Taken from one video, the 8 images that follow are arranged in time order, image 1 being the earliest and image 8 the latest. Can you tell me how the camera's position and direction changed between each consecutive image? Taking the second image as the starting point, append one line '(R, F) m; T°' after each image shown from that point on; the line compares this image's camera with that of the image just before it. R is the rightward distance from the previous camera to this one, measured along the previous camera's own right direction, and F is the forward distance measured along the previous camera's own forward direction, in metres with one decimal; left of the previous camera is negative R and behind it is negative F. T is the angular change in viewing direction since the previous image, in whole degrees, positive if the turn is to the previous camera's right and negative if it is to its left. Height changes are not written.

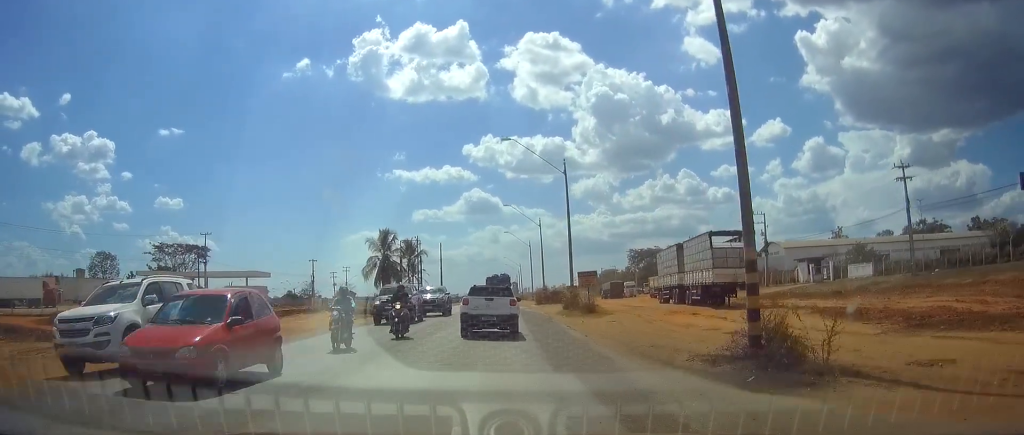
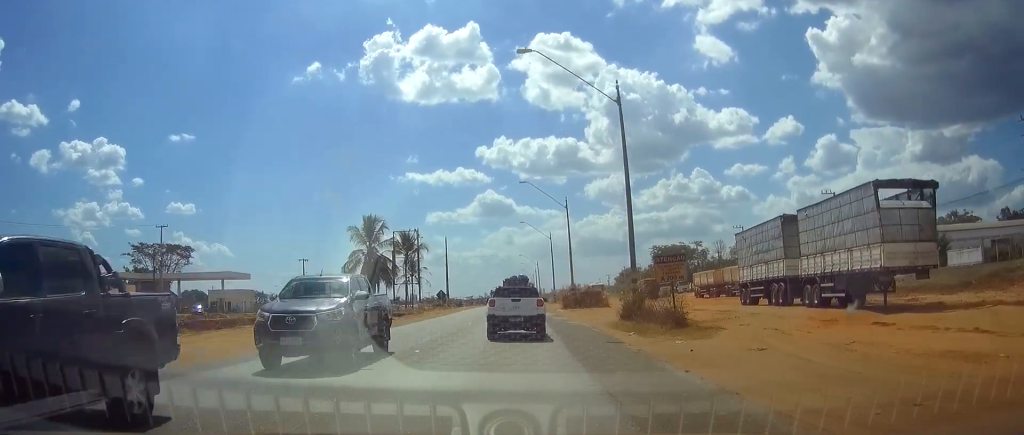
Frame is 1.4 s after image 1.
(-0.3, +18.8) m; -1°
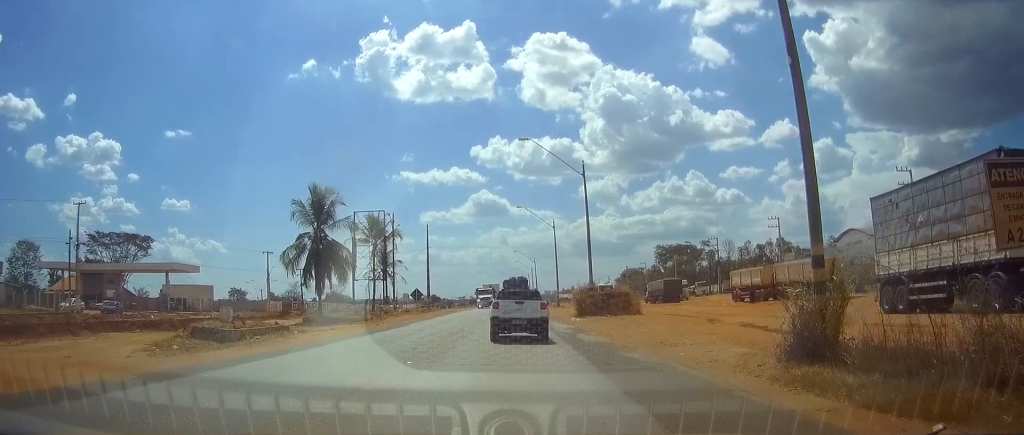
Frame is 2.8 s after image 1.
(0.0, +18.5) m; 0°
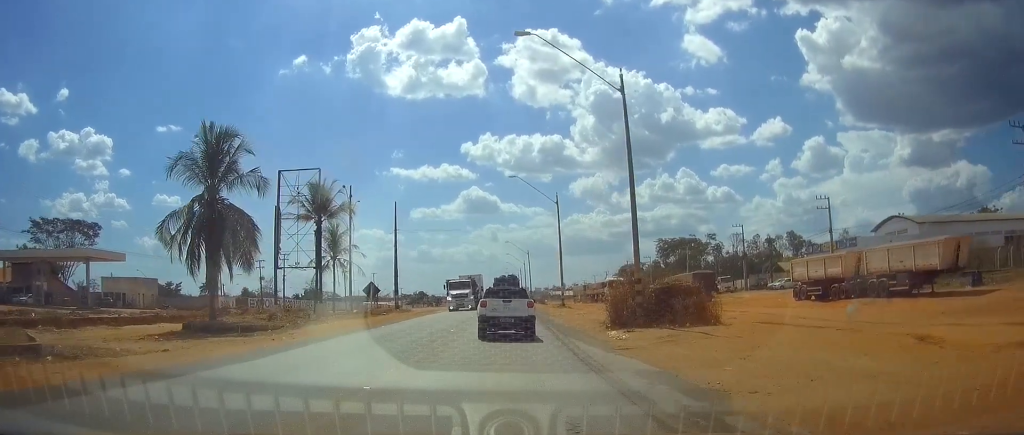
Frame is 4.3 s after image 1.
(+0.1, +19.3) m; +1°
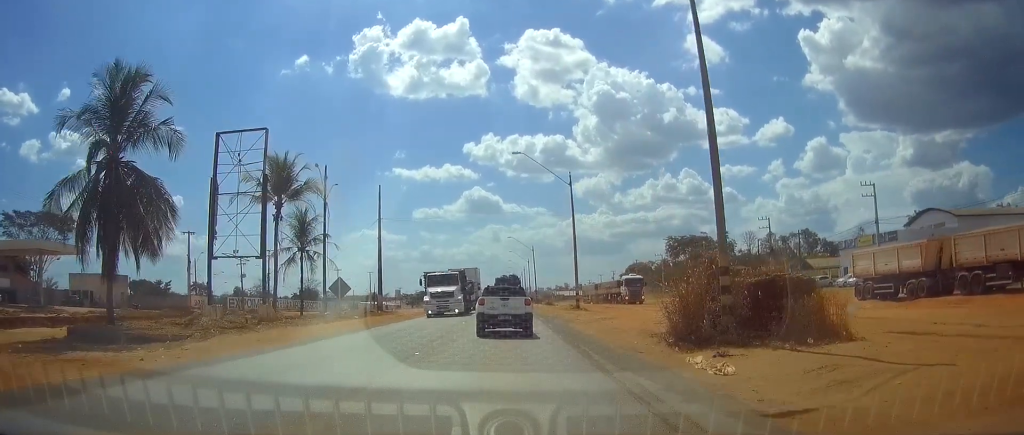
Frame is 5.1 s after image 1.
(0.0, +10.6) m; 0°
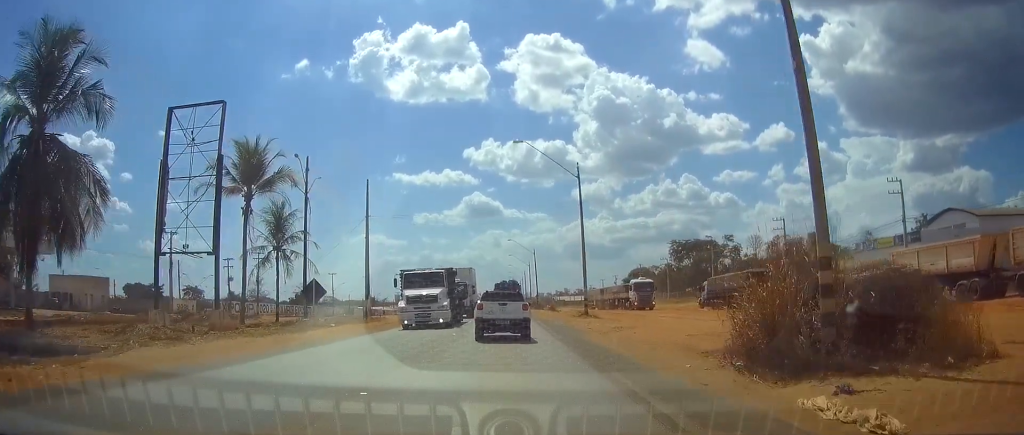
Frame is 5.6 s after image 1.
(-0.1, +5.6) m; 0°
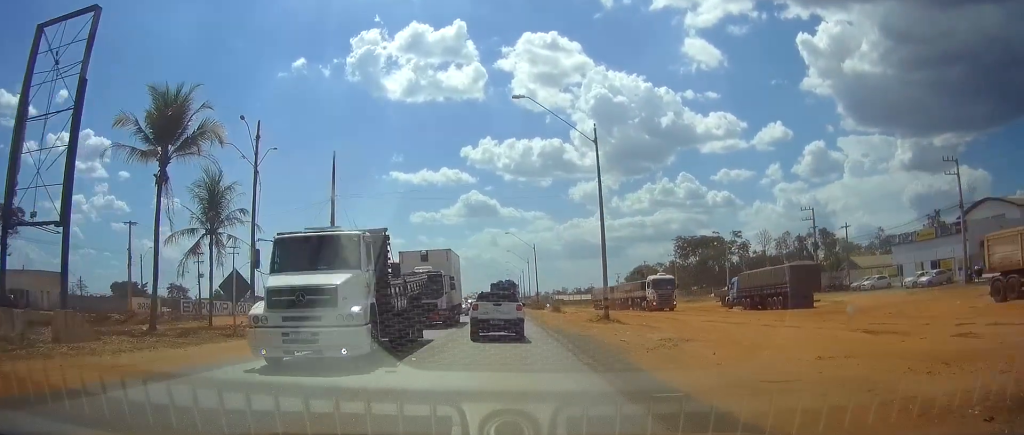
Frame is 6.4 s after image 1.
(-0.1, +10.2) m; 0°
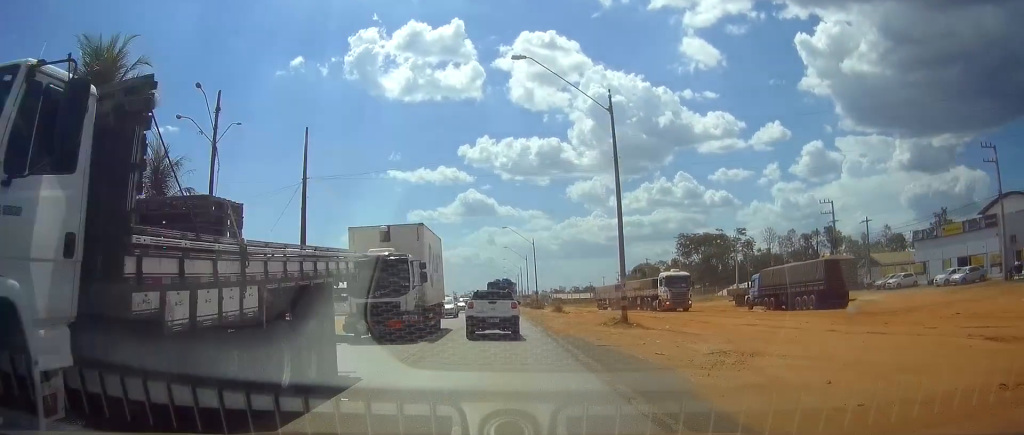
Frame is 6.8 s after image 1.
(+0.1, +5.7) m; +1°
